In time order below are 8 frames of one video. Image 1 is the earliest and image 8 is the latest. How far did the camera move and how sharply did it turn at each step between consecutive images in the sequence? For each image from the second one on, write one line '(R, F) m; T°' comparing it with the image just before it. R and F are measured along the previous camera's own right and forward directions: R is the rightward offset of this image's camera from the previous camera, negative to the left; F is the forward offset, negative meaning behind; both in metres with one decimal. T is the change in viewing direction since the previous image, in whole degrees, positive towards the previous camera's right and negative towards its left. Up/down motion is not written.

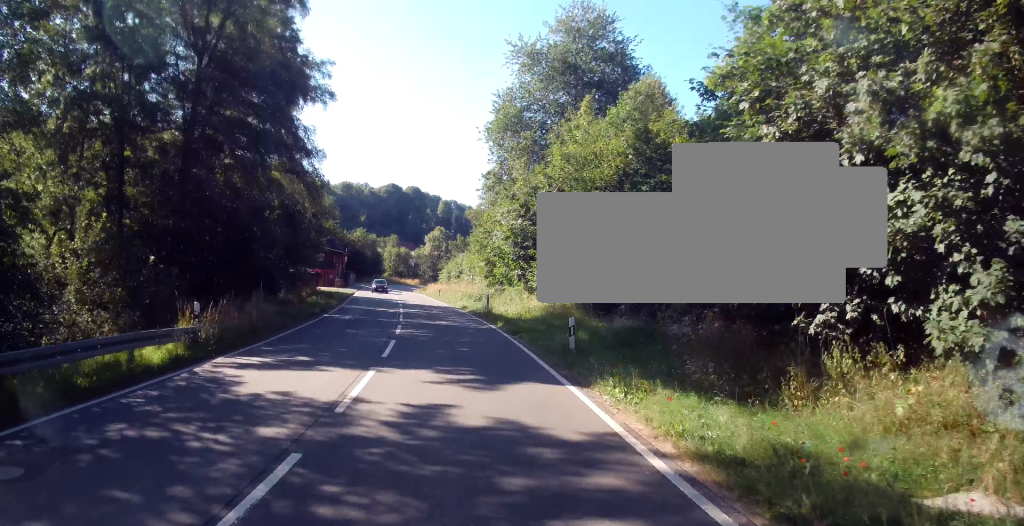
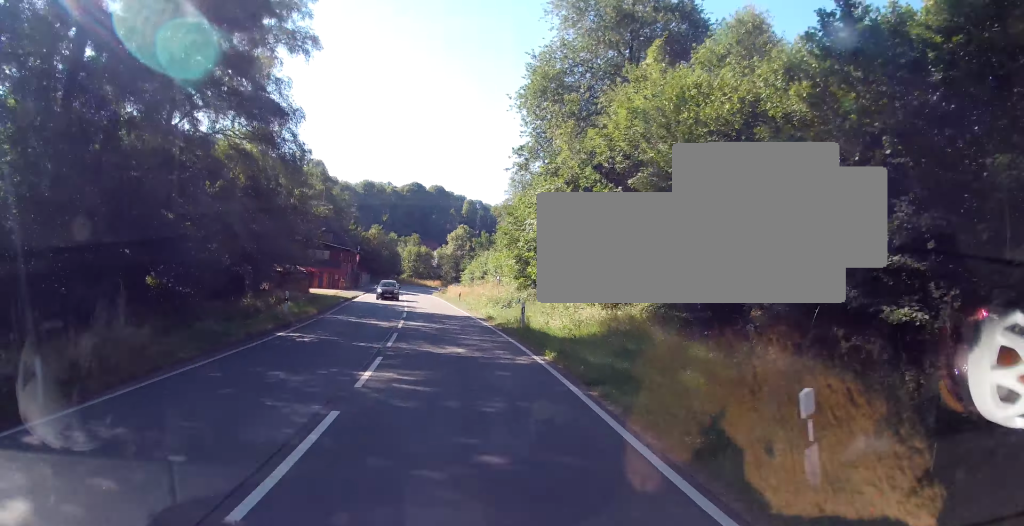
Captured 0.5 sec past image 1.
(-0.5, +10.1) m; -2°
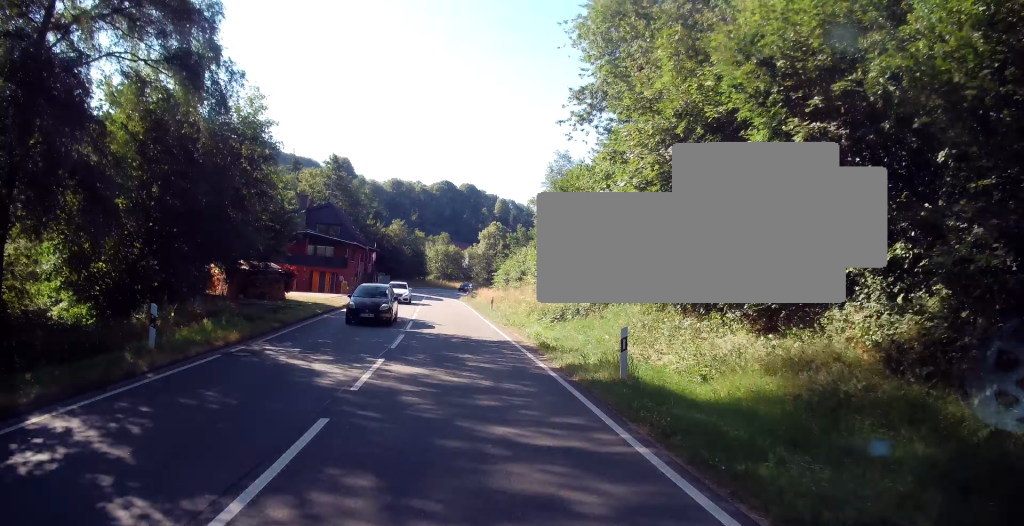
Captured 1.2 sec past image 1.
(-0.3, +12.0) m; -2°
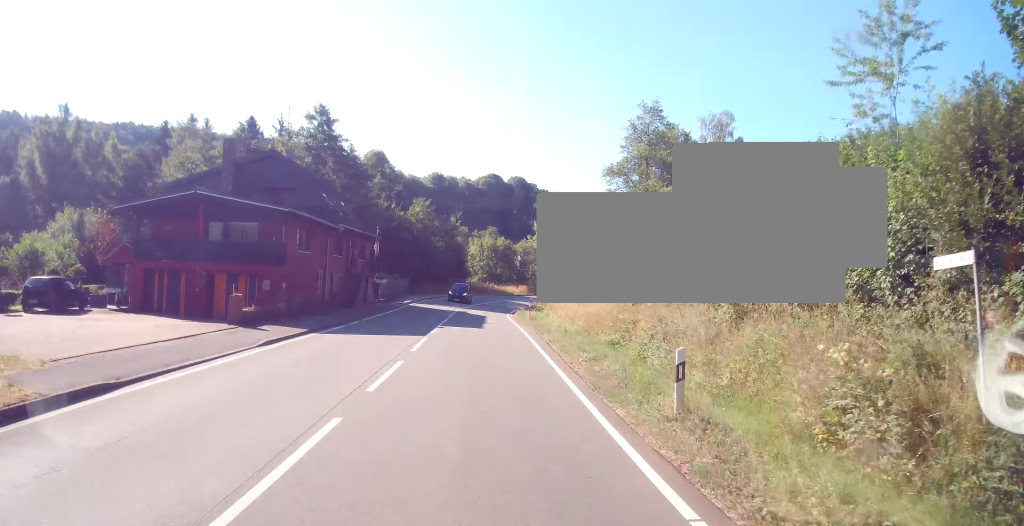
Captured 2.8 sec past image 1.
(-0.6, +30.4) m; -2°
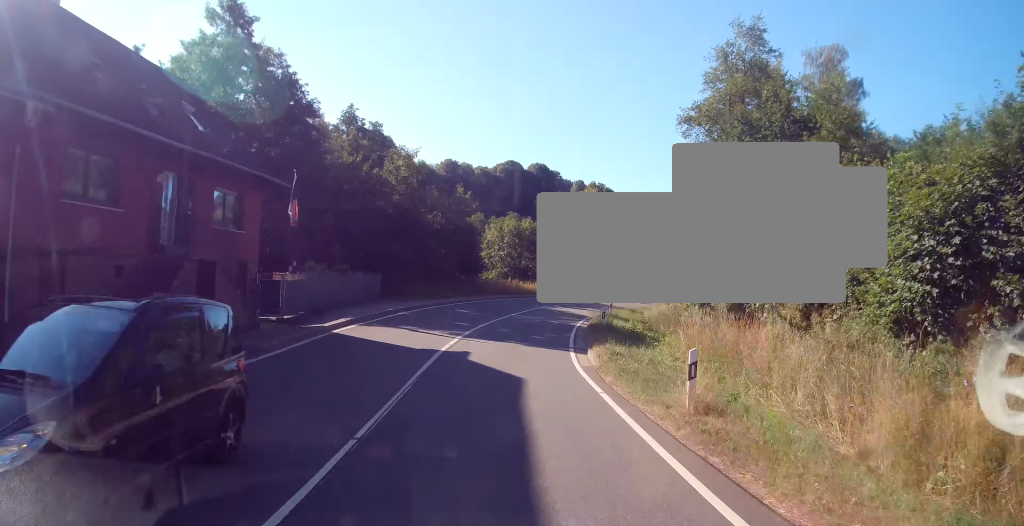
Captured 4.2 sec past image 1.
(-0.7, +26.0) m; -2°
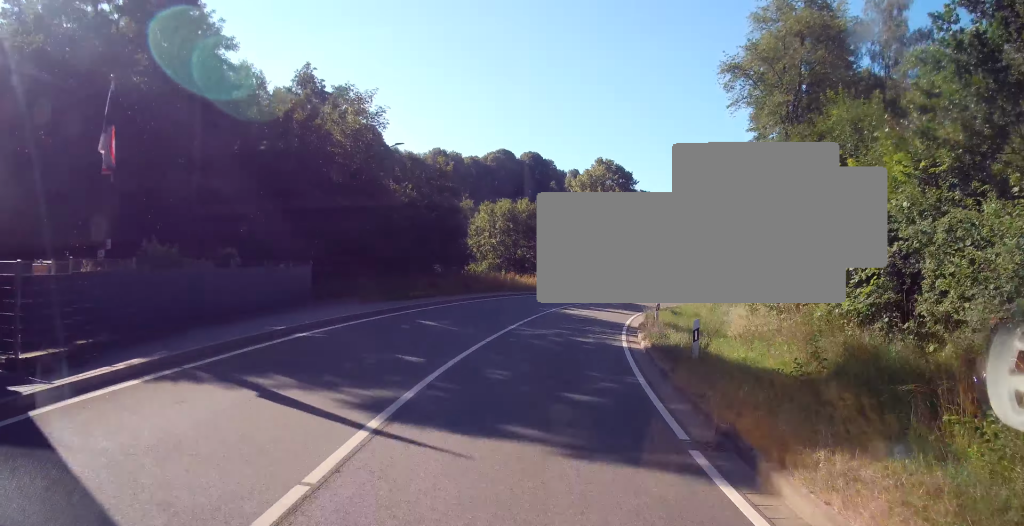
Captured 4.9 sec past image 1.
(-0.4, +13.7) m; +2°
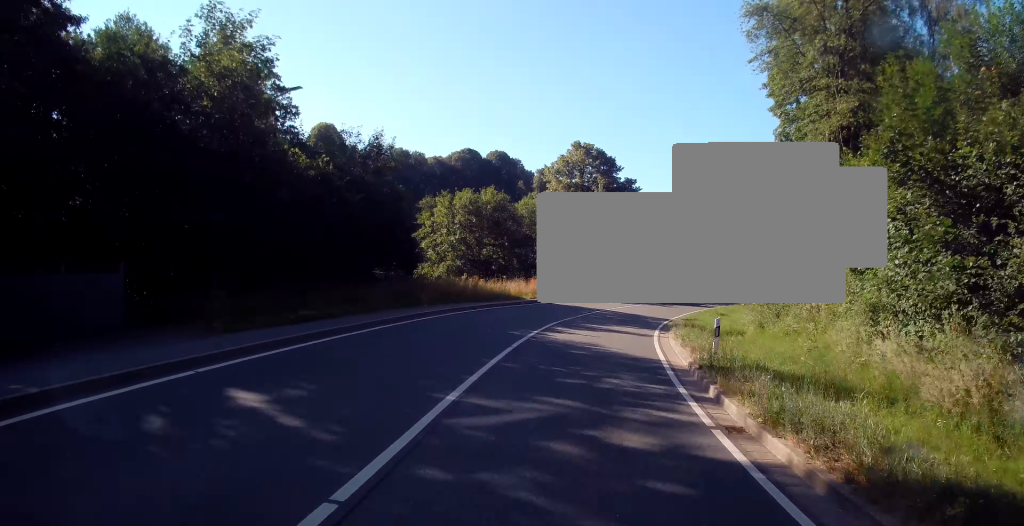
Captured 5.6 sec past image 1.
(+0.7, +10.6) m; +5°
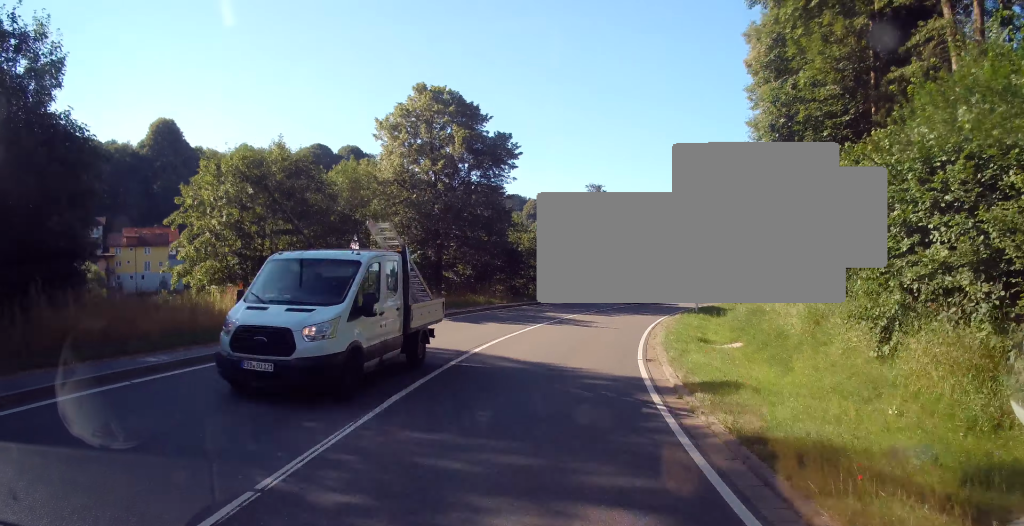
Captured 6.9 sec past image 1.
(+1.6, +21.1) m; +10°
